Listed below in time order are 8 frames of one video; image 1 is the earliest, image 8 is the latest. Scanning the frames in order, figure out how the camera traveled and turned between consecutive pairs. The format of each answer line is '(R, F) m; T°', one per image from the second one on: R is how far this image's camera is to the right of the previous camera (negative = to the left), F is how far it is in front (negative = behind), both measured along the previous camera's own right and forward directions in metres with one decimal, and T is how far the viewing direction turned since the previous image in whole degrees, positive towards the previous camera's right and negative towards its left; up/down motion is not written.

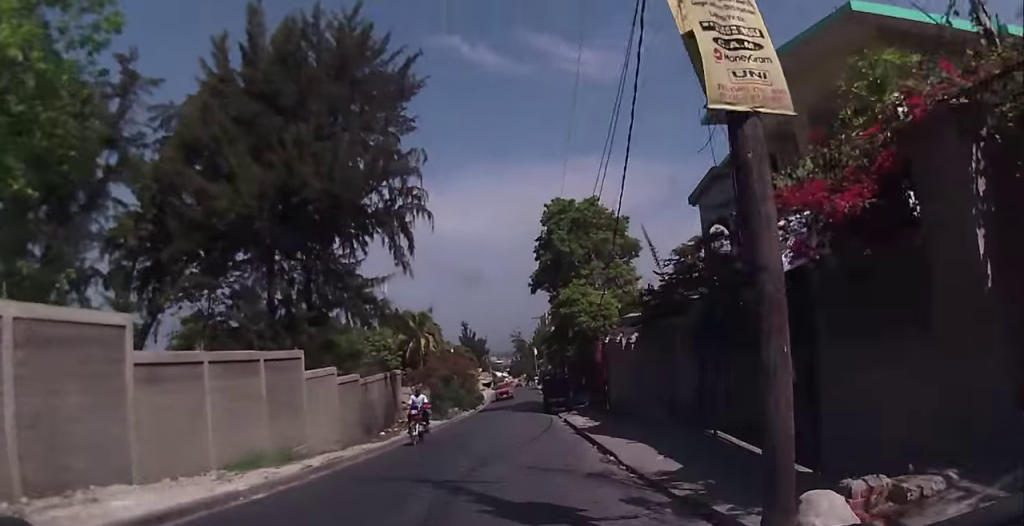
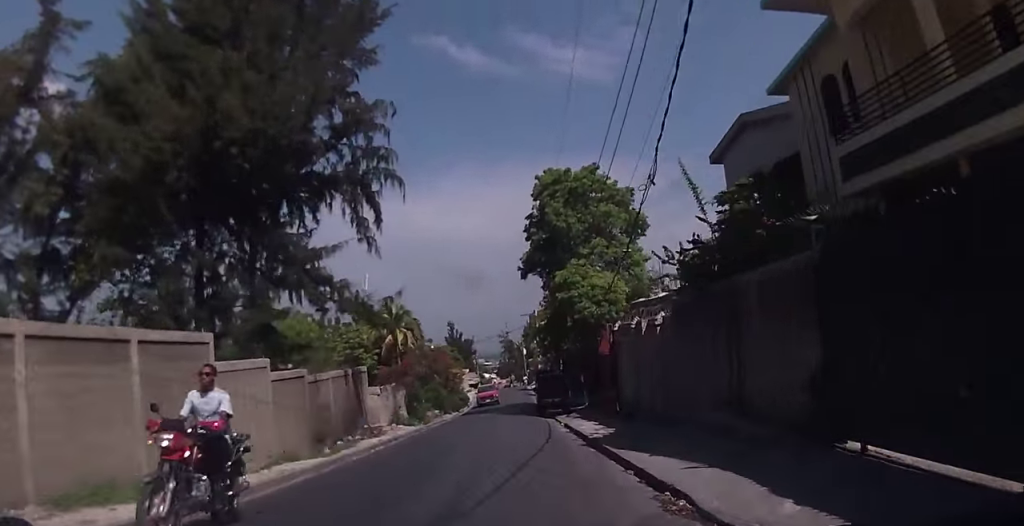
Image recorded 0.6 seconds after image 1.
(-0.2, +5.9) m; -2°
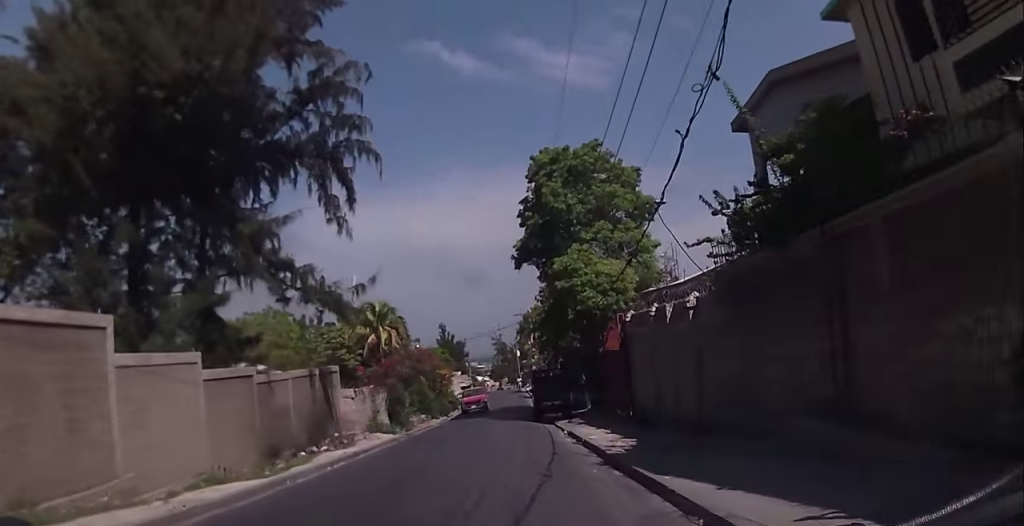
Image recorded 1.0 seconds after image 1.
(0.0, +4.3) m; -2°
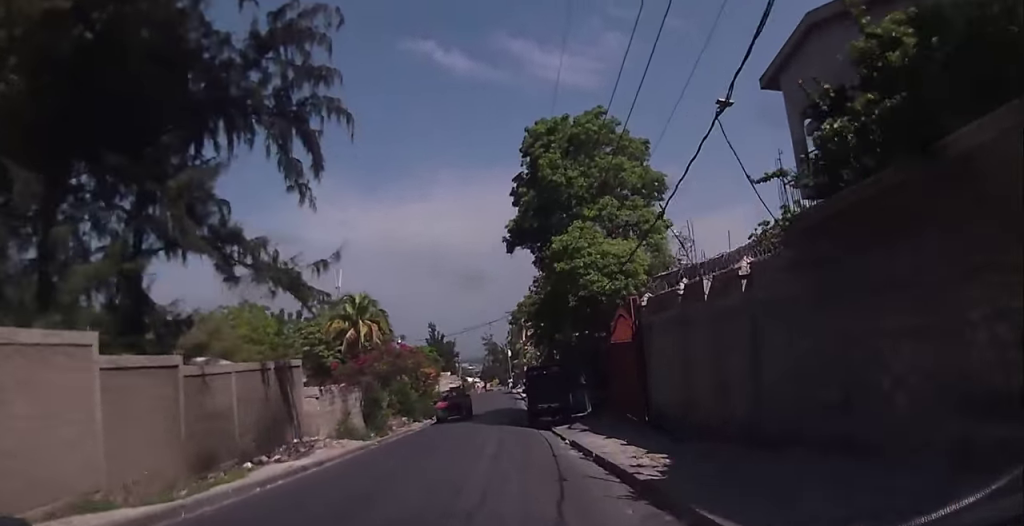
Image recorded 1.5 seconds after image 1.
(-0.2, +3.9) m; +1°
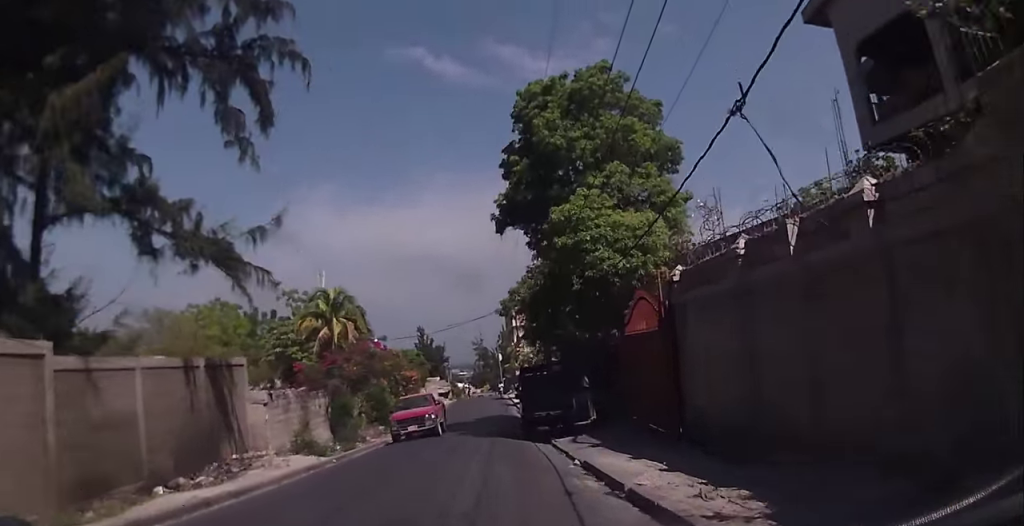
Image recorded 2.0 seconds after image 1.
(-0.3, +4.5) m; +1°
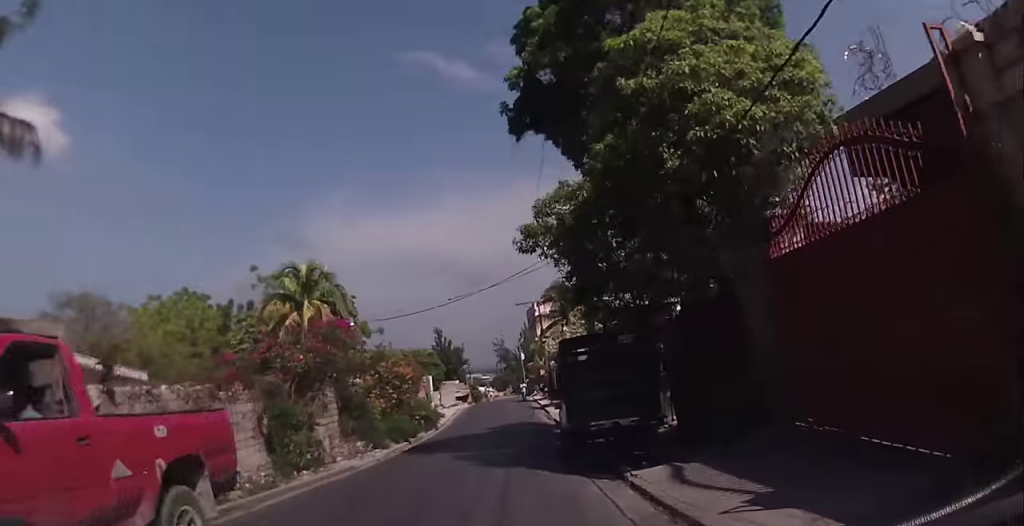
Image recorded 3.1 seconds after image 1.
(+0.7, +9.4) m; 0°
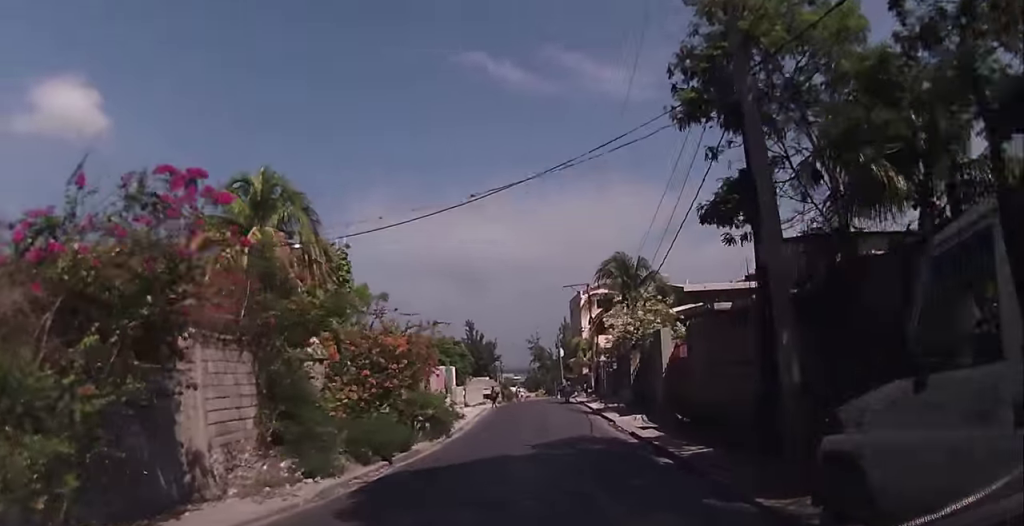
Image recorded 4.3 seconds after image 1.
(-0.5, +11.2) m; 0°
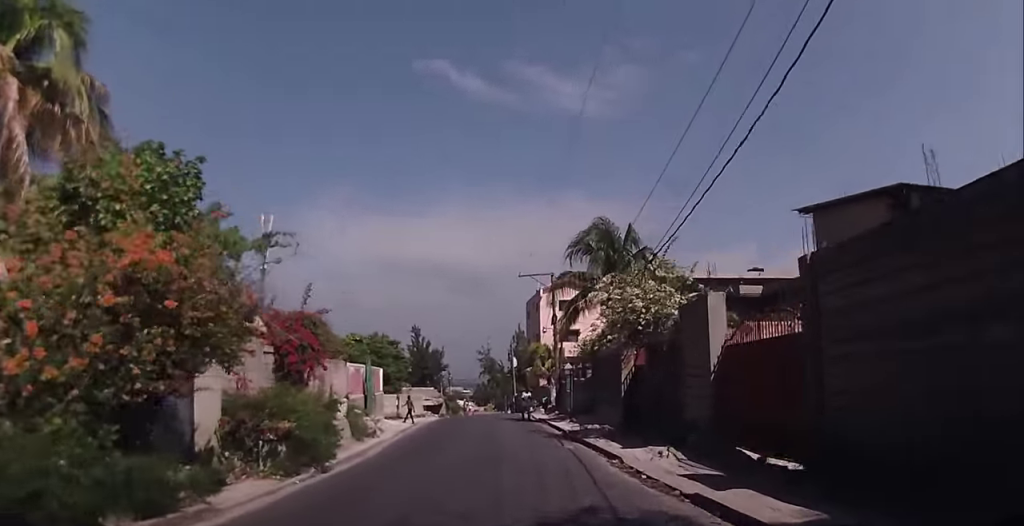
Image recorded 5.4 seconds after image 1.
(+0.4, +10.6) m; +1°
